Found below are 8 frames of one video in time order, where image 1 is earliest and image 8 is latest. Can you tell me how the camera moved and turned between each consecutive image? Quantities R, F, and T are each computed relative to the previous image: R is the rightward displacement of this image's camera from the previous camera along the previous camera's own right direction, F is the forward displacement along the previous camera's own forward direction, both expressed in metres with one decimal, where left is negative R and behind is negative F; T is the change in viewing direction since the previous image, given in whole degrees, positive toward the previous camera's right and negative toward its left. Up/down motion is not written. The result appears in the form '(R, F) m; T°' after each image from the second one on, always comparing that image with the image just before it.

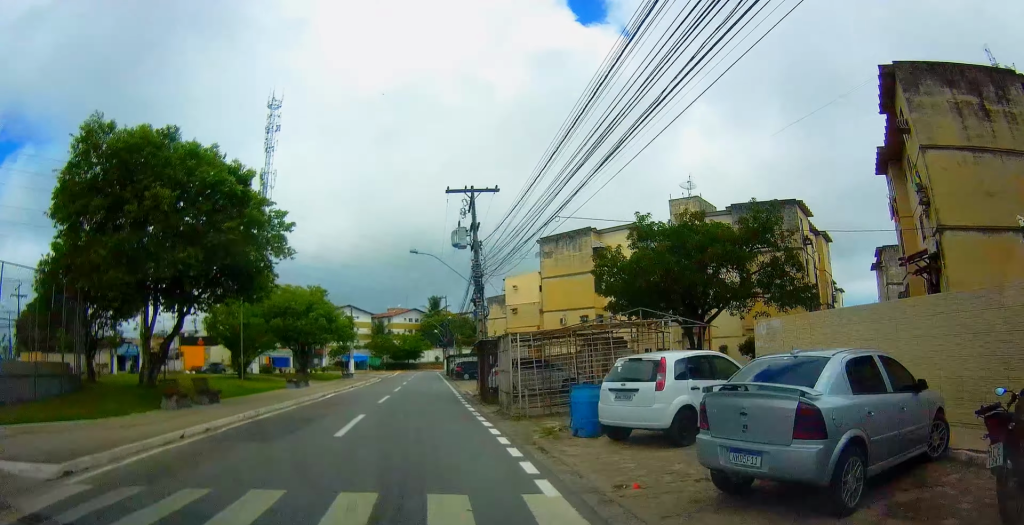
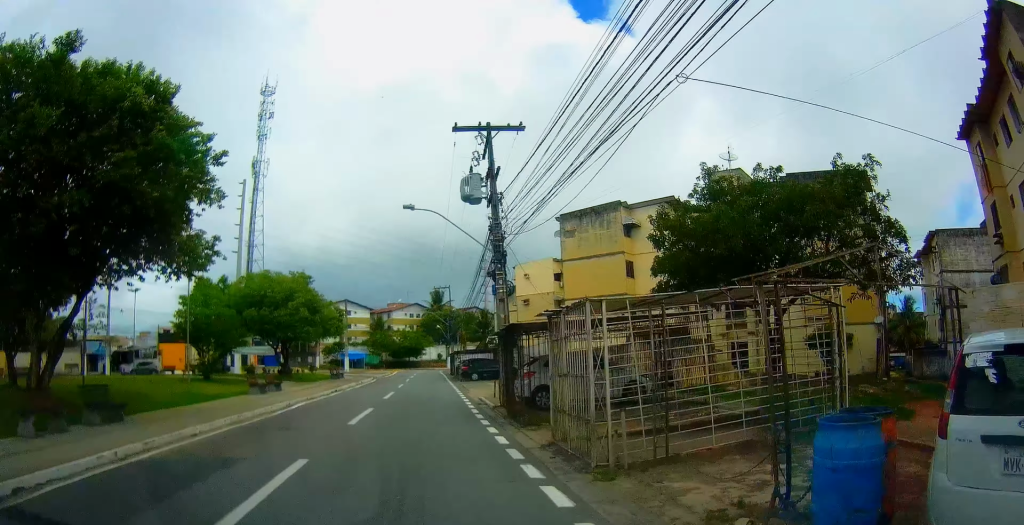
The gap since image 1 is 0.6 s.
(-0.3, +7.5) m; -2°
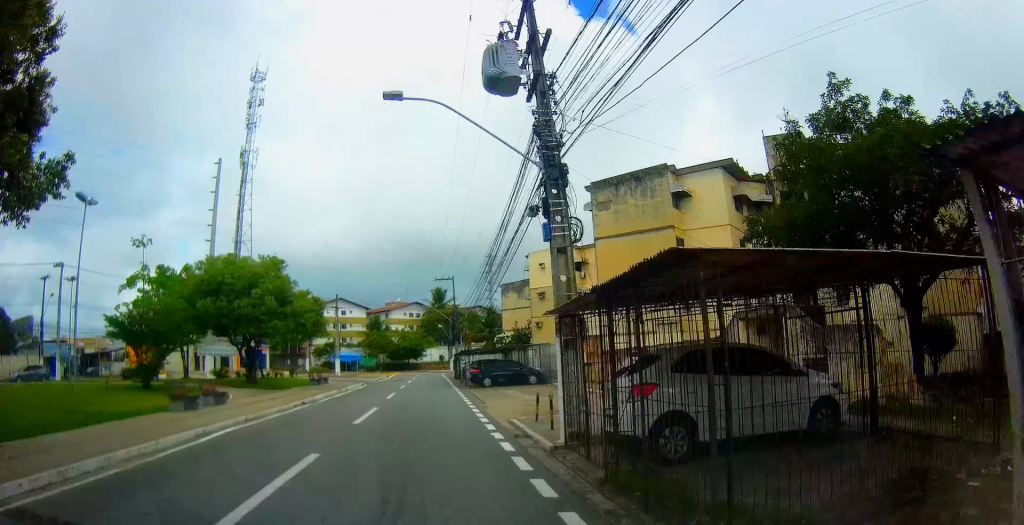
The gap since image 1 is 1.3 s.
(-0.1, +8.5) m; +1°
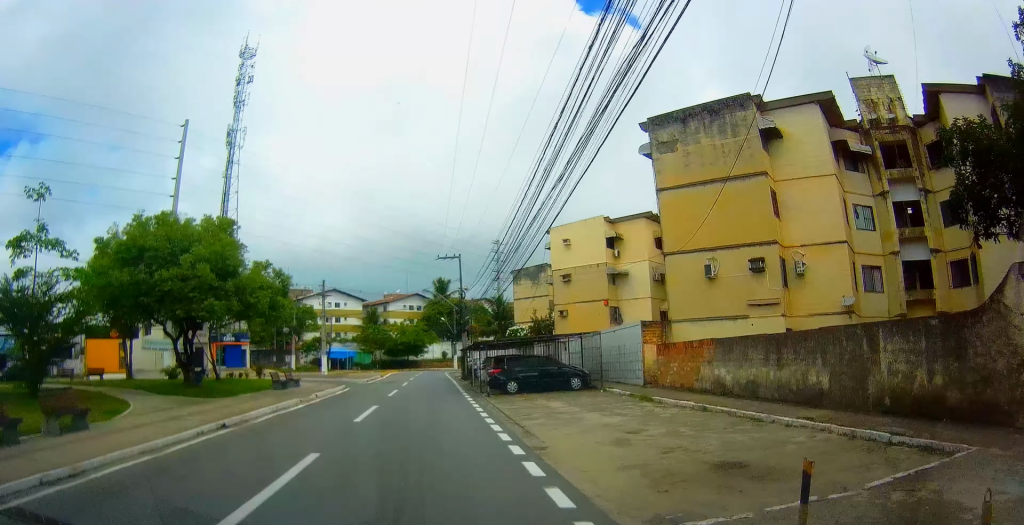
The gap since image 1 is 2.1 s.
(+0.1, +9.6) m; +1°
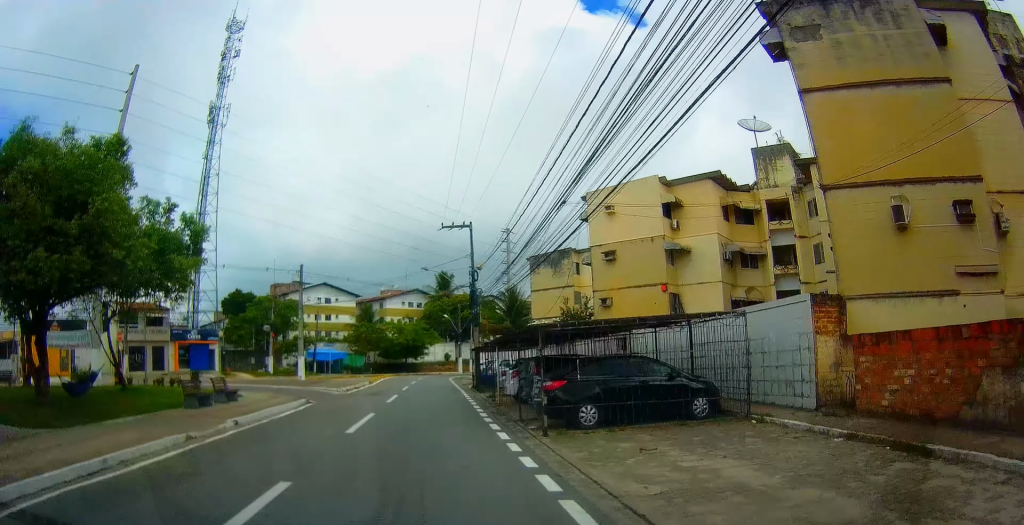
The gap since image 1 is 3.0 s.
(+0.2, +11.1) m; -1°
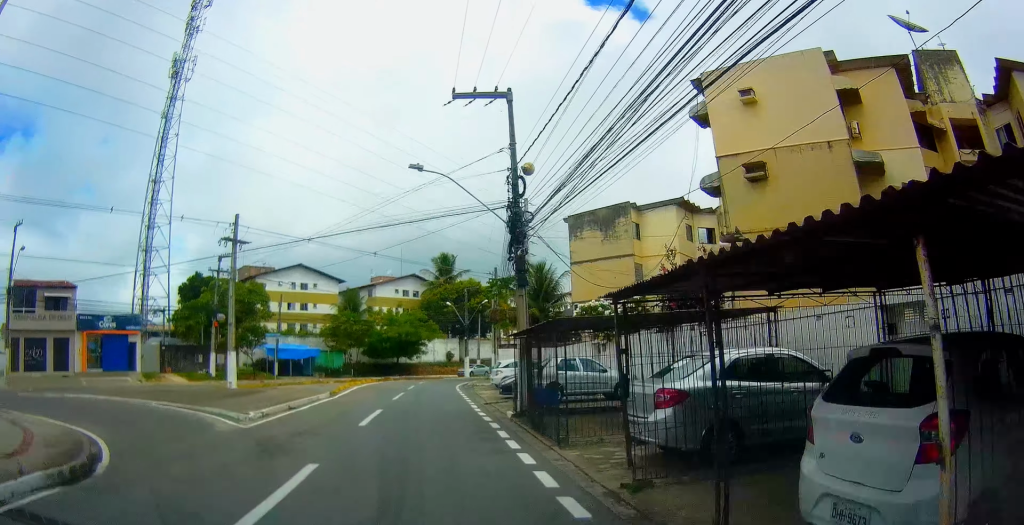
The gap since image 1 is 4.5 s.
(-0.6, +17.2) m; 0°
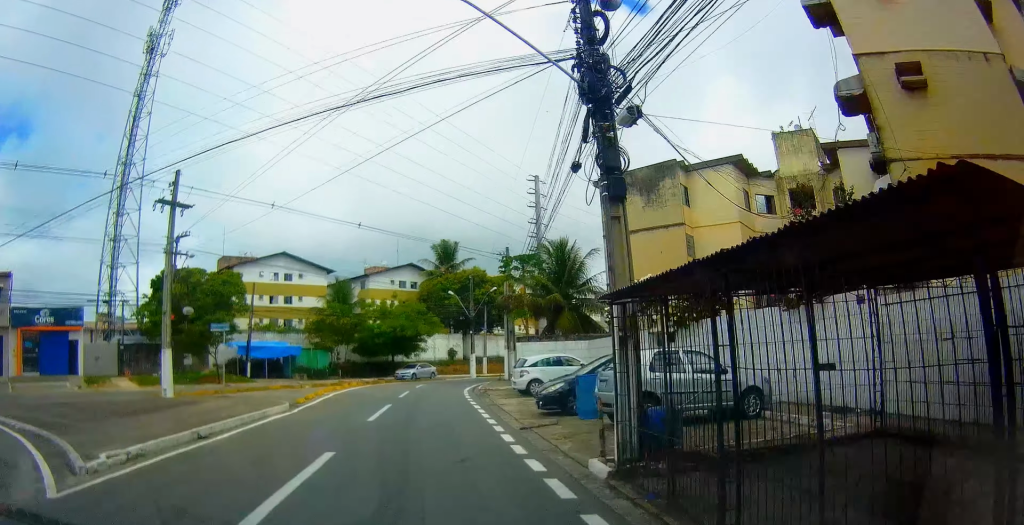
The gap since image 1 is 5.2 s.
(+0.2, +8.5) m; +1°
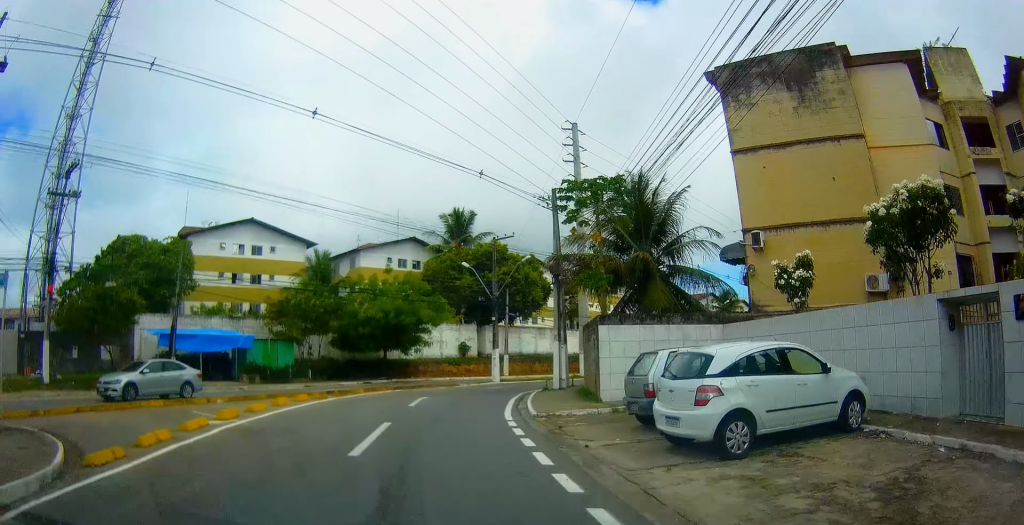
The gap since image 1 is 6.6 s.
(-0.1, +15.2) m; 0°
